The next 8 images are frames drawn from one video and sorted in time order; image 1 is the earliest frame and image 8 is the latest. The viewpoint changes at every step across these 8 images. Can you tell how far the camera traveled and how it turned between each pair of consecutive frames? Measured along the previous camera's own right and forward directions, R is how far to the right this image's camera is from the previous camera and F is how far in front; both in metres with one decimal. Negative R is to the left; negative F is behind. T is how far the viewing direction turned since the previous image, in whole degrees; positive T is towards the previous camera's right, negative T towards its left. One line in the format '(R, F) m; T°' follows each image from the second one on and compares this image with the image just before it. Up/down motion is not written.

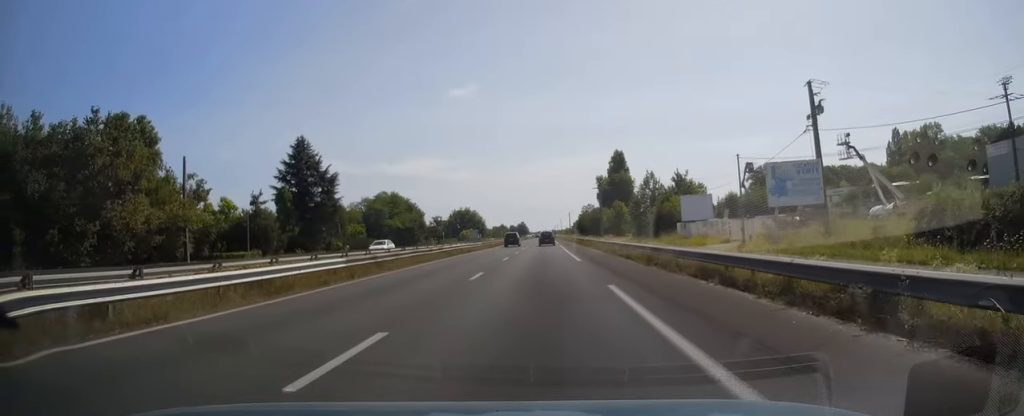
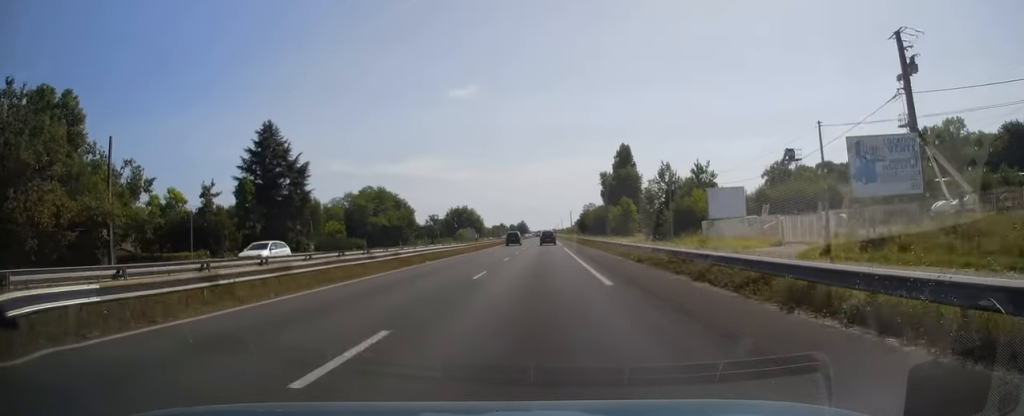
(0.0, +12.8) m; 0°
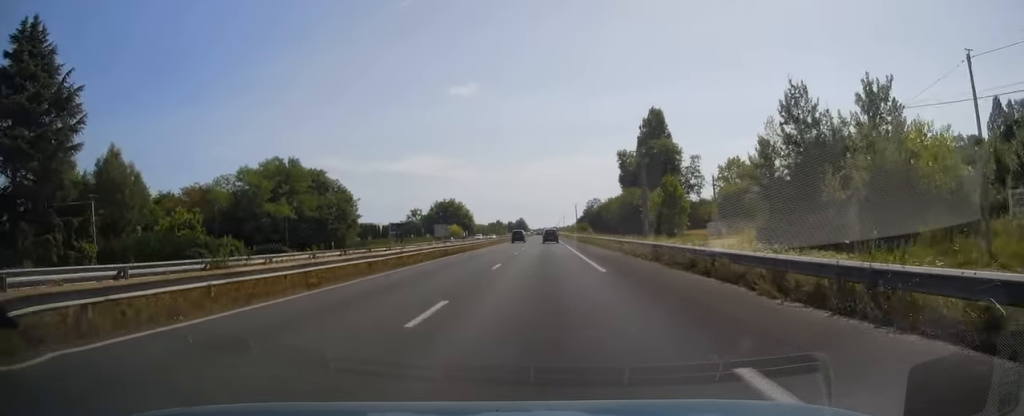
(+0.1, +48.0) m; 0°
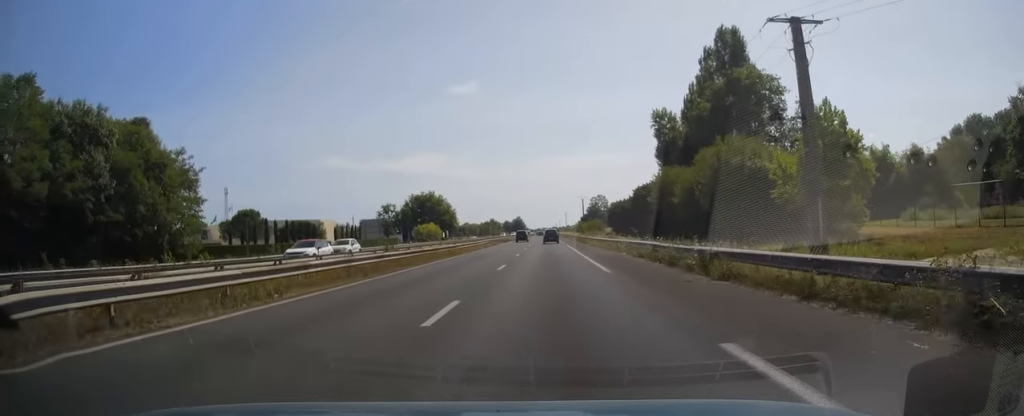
(0.0, +51.6) m; 0°
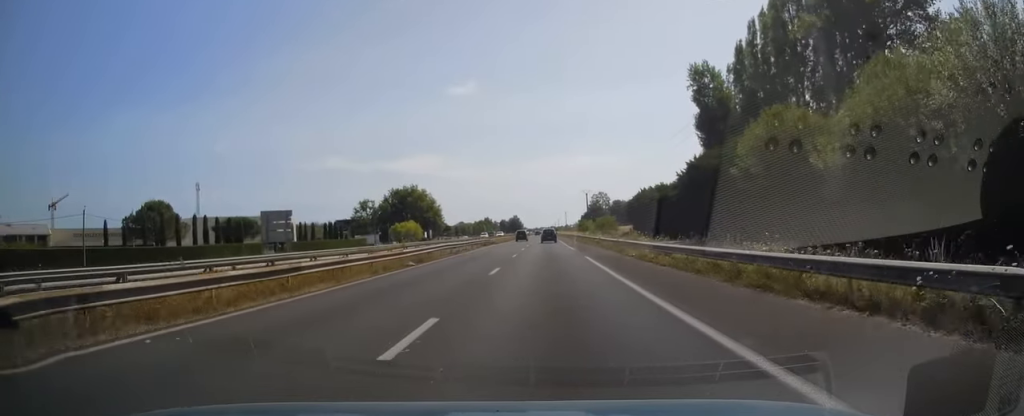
(0.0, +28.6) m; 0°
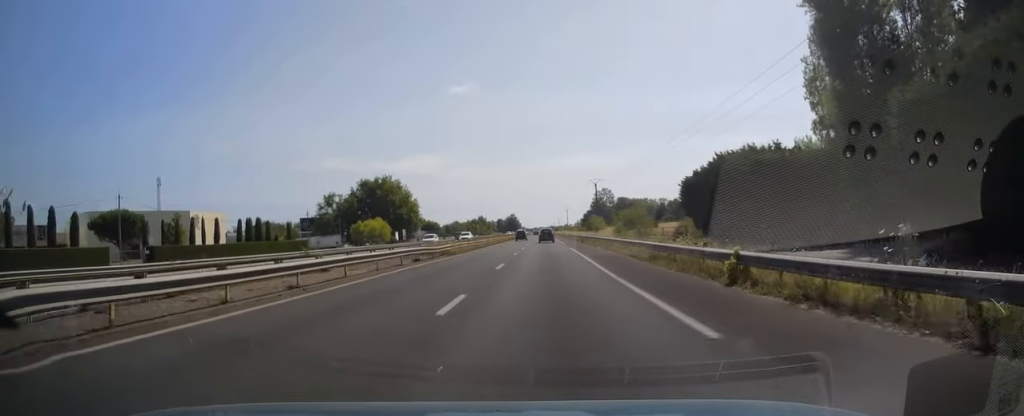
(0.0, +35.2) m; 0°
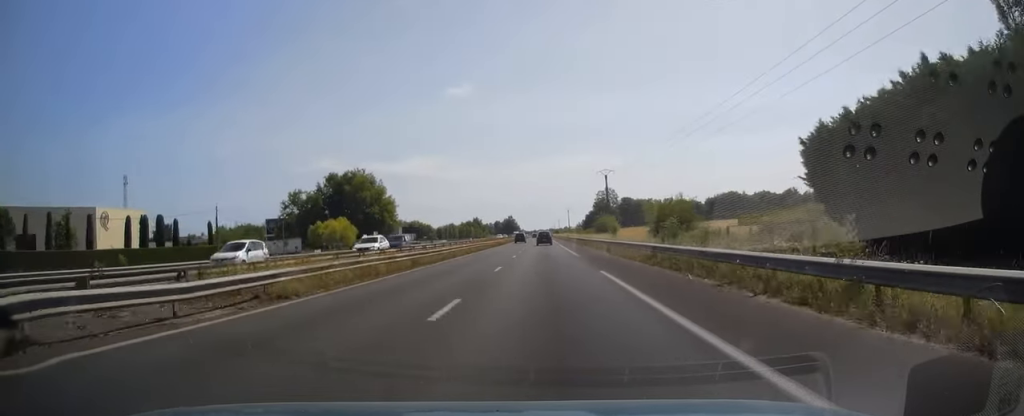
(0.0, +26.0) m; 0°
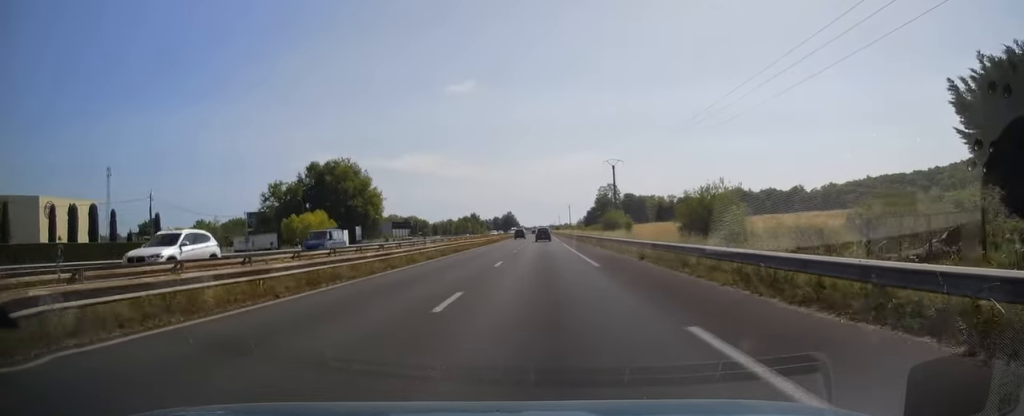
(0.0, +12.2) m; 0°
